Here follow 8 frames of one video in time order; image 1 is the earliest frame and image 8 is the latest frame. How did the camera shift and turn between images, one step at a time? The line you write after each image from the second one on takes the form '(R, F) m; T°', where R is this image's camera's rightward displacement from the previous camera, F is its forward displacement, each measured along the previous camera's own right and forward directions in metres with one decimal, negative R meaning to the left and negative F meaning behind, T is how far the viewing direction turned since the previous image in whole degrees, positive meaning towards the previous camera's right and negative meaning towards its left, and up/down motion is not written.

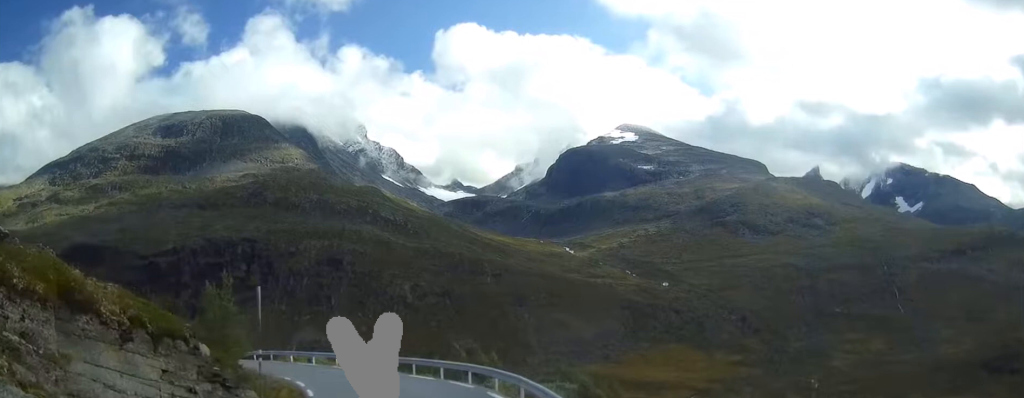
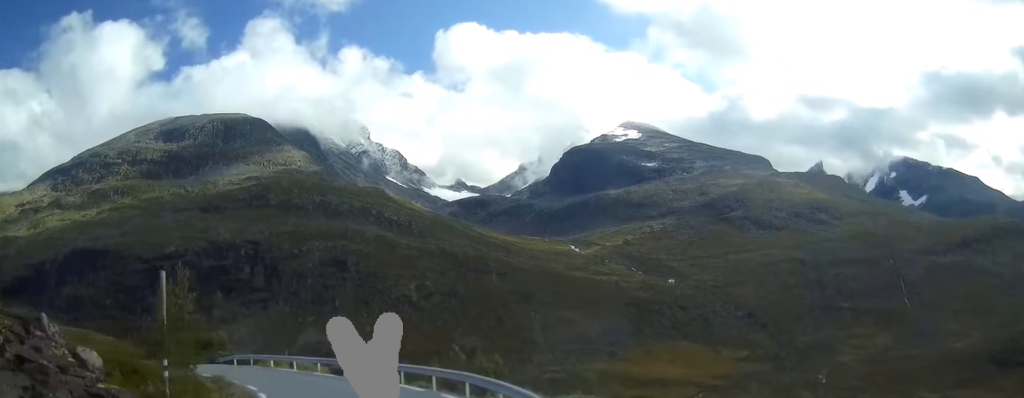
(-0.2, +6.1) m; -5°
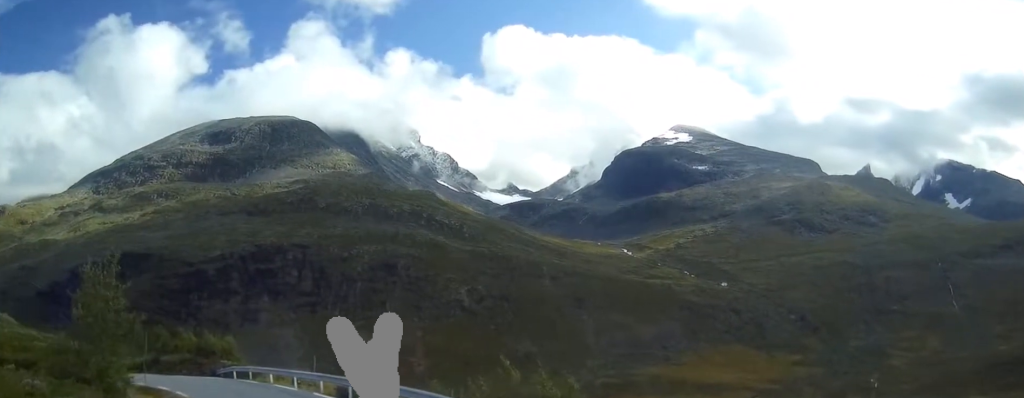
(-0.6, +11.1) m; -4°
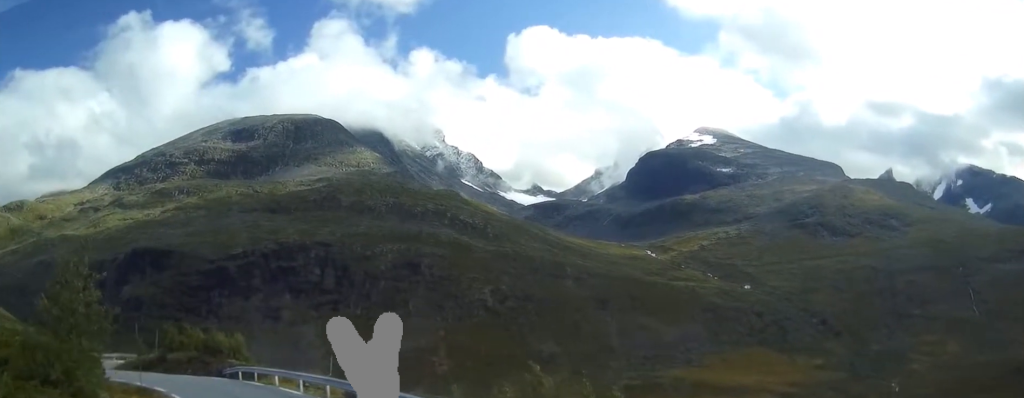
(0.0, +3.3) m; -4°
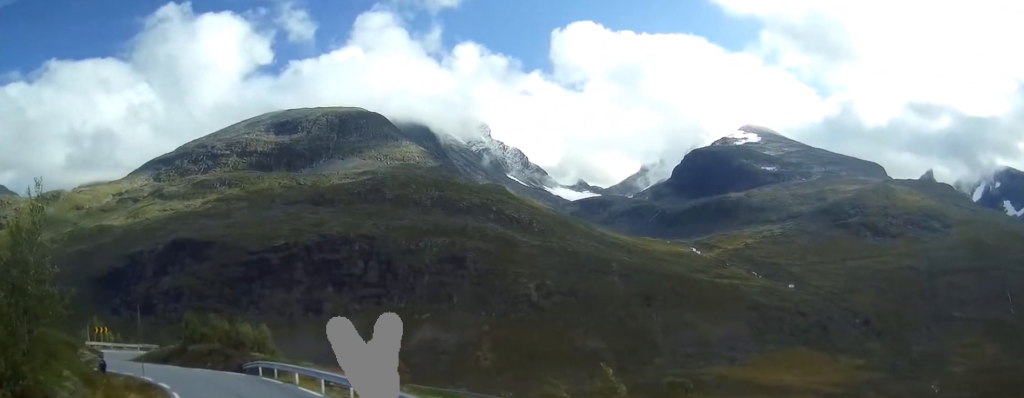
(-0.3, +4.5) m; -7°
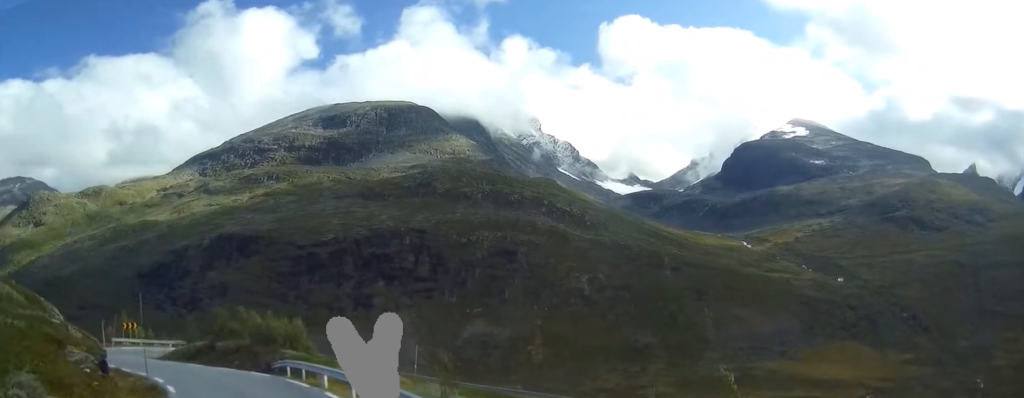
(-0.4, +4.7) m; -7°
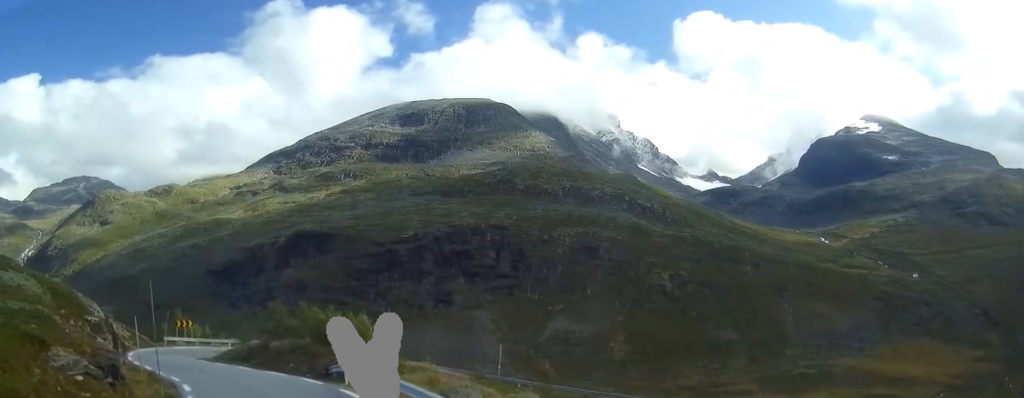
(-0.2, +5.8) m; -6°
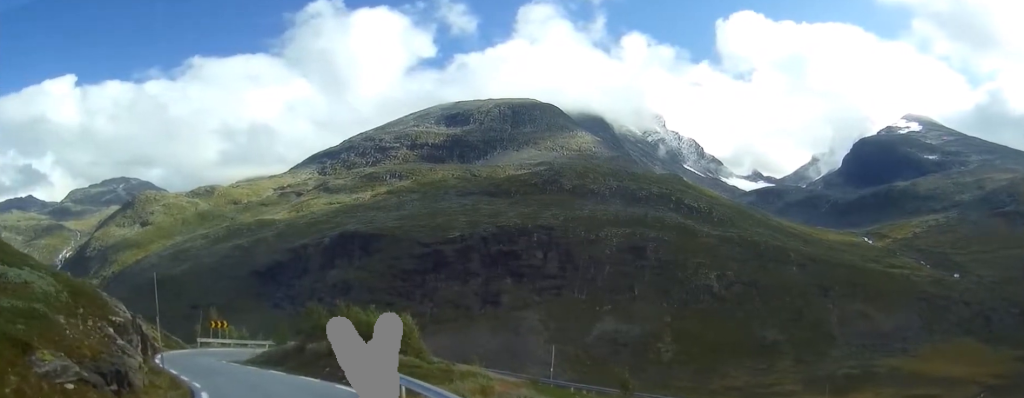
(0.0, +3.2) m; -5°
